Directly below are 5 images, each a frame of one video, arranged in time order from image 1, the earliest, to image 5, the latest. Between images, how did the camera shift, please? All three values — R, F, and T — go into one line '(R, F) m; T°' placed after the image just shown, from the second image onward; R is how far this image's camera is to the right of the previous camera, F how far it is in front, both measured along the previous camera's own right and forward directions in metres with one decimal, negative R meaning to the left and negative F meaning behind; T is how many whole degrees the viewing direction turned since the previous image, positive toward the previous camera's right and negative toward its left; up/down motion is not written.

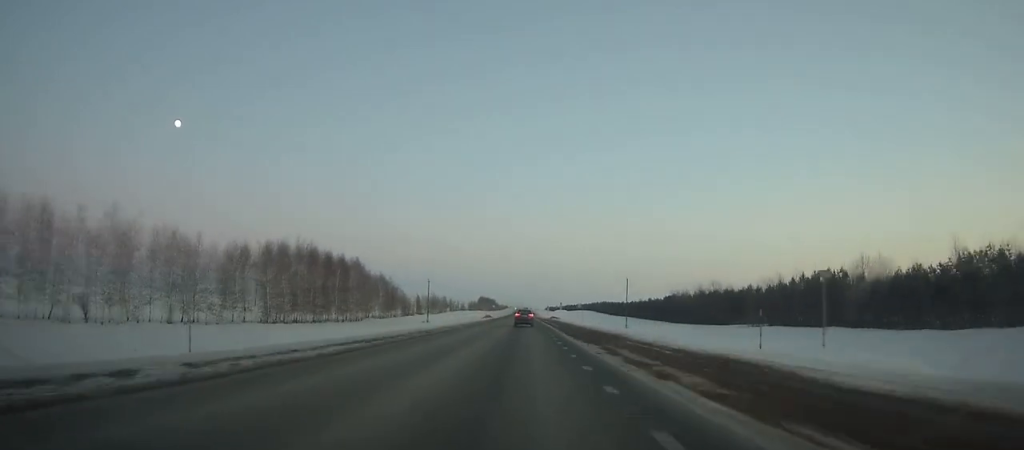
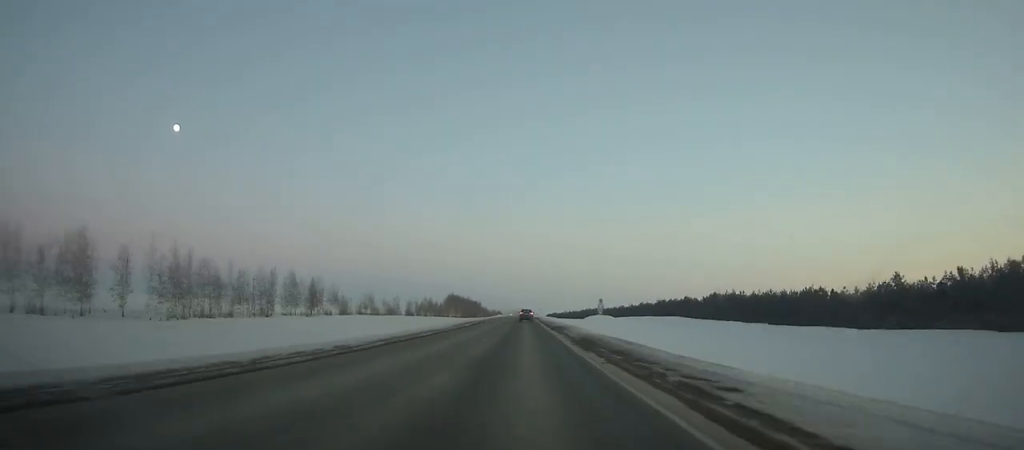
(-0.4, +216.5) m; 0°
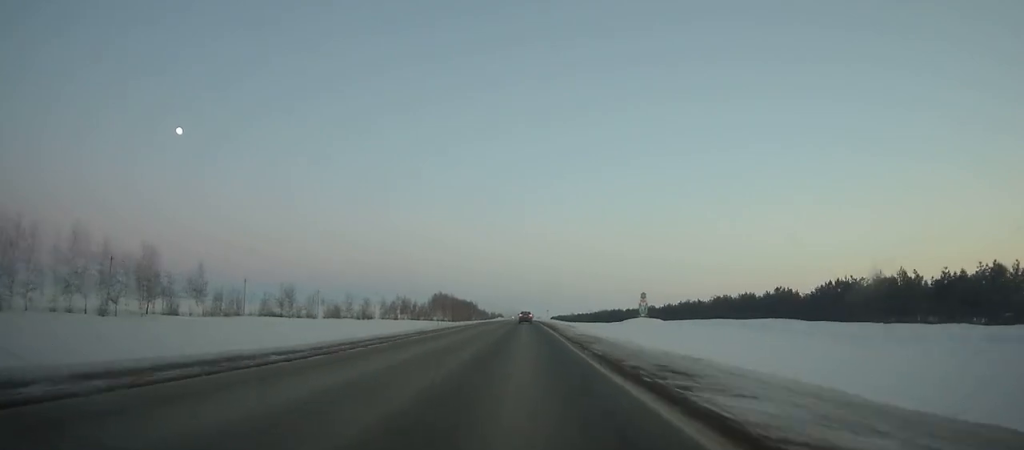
(-0.1, +62.0) m; 0°
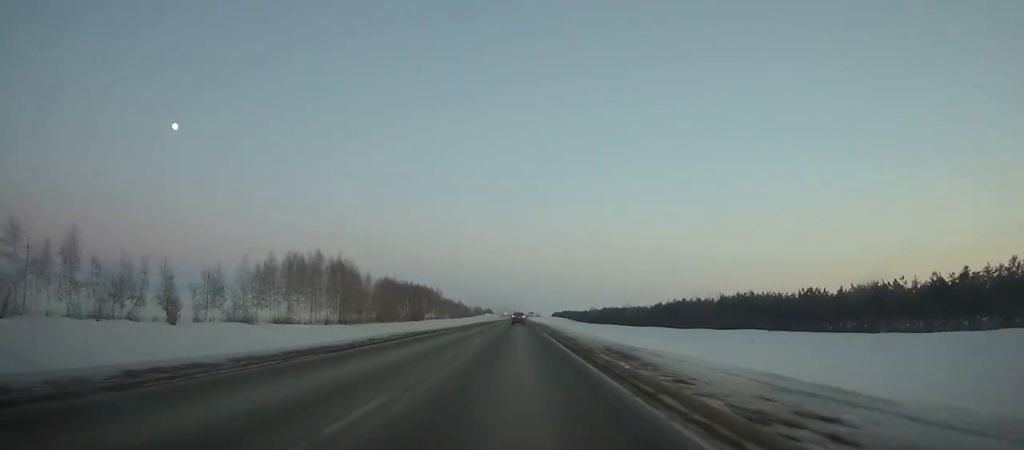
(-0.5, +179.4) m; 0°
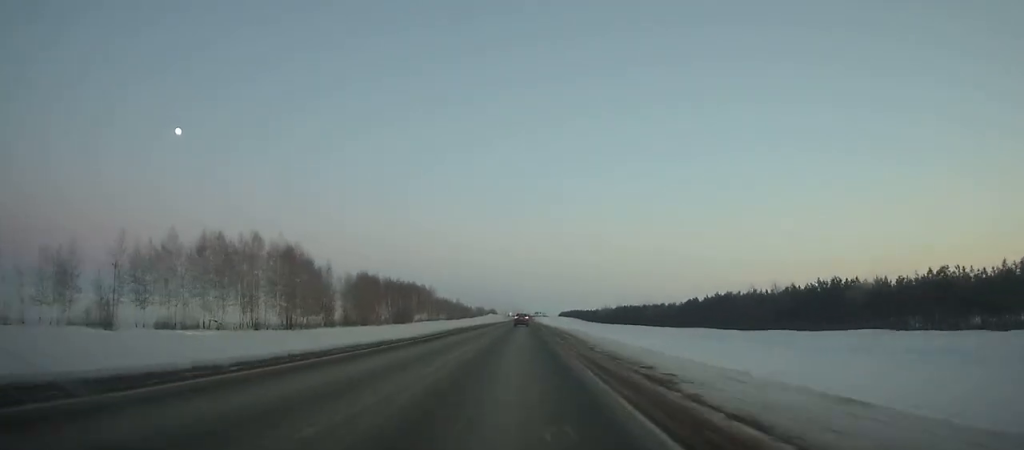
(+0.1, +33.0) m; 0°
